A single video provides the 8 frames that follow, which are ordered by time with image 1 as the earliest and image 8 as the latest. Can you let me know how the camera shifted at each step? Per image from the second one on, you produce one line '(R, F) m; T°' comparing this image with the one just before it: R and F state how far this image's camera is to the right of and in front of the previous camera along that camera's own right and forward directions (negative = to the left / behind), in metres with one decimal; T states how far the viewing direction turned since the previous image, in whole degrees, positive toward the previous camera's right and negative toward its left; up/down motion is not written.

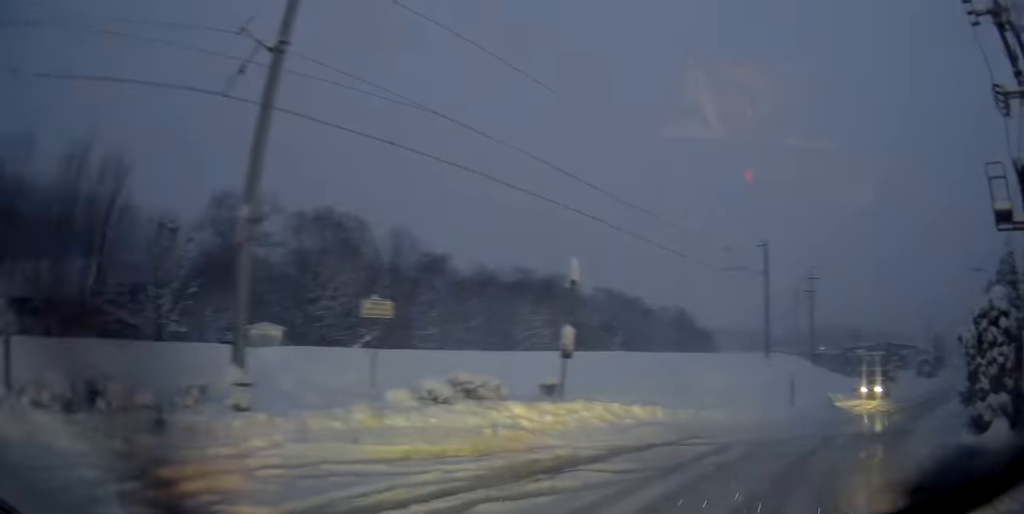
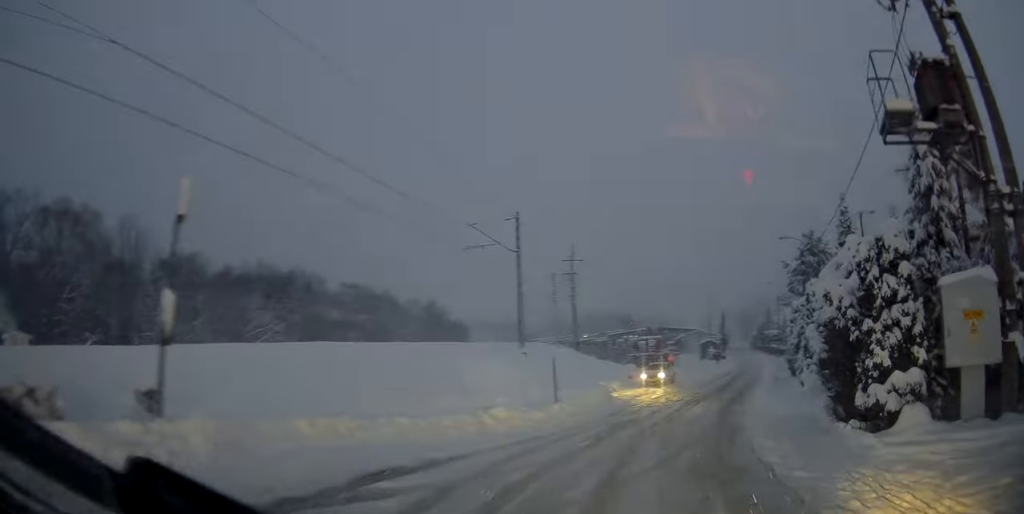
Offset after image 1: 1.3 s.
(+1.8, +4.3) m; +31°
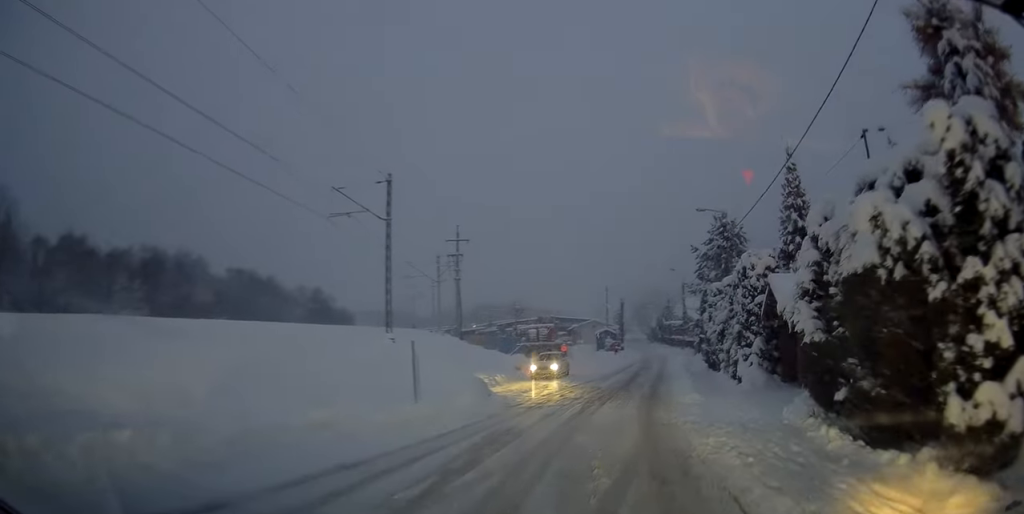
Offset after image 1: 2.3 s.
(+0.4, +5.1) m; +2°
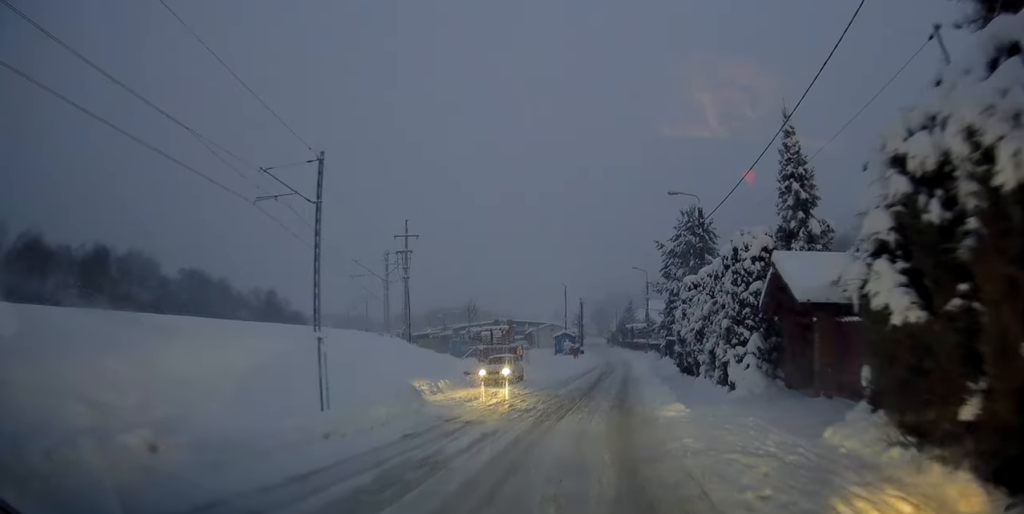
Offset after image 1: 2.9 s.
(-0.2, +3.9) m; -3°
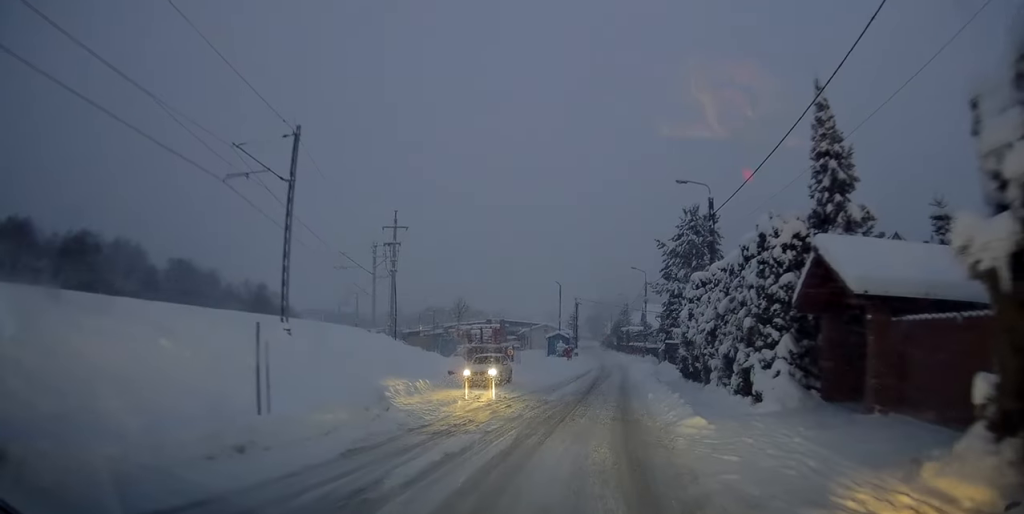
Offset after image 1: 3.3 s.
(0.0, +3.0) m; 0°
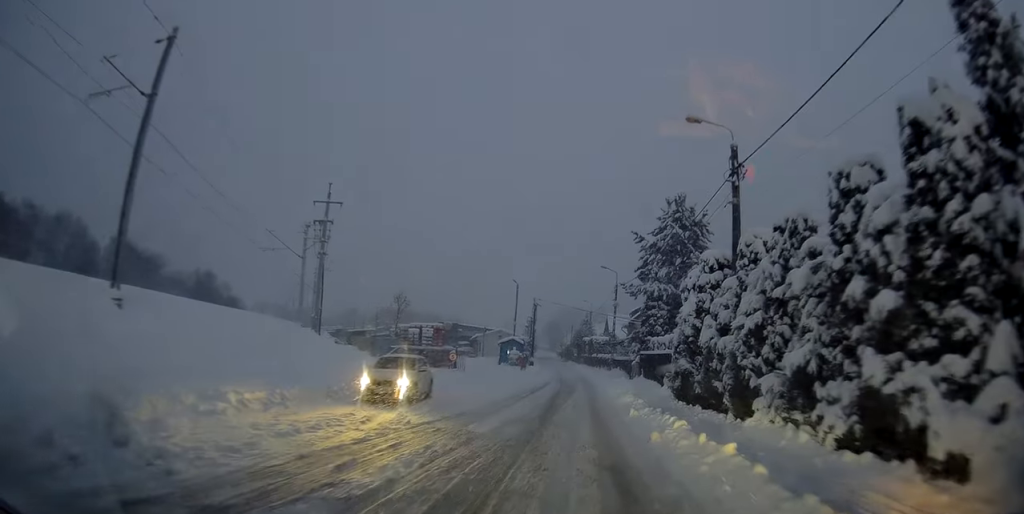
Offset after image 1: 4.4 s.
(+0.1, +8.7) m; +1°
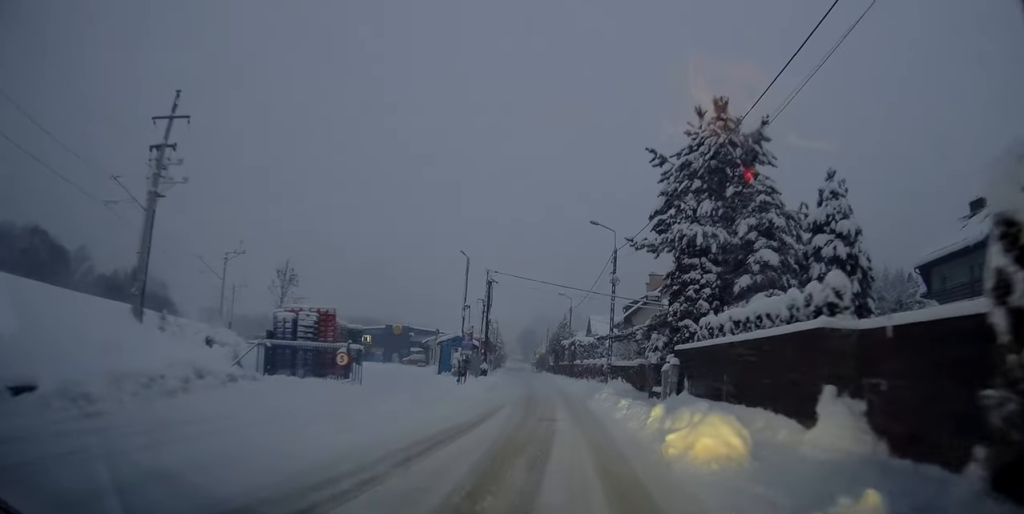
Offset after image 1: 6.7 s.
(+0.2, +18.0) m; -1°
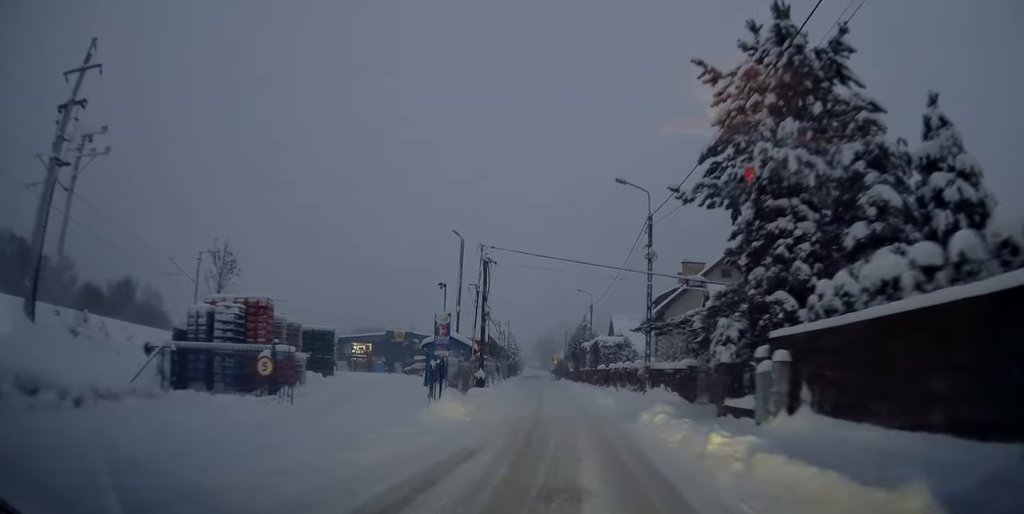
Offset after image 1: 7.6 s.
(-0.3, +7.6) m; -2°
